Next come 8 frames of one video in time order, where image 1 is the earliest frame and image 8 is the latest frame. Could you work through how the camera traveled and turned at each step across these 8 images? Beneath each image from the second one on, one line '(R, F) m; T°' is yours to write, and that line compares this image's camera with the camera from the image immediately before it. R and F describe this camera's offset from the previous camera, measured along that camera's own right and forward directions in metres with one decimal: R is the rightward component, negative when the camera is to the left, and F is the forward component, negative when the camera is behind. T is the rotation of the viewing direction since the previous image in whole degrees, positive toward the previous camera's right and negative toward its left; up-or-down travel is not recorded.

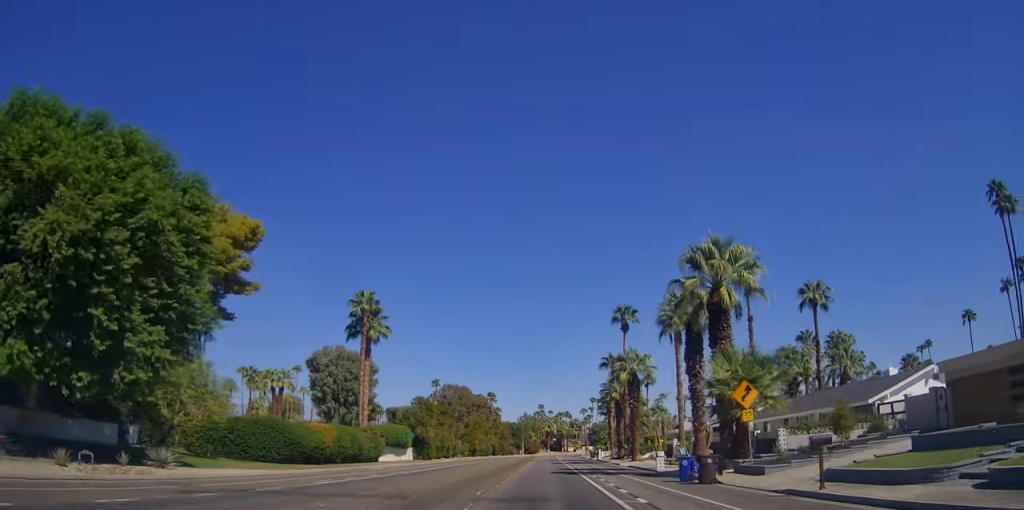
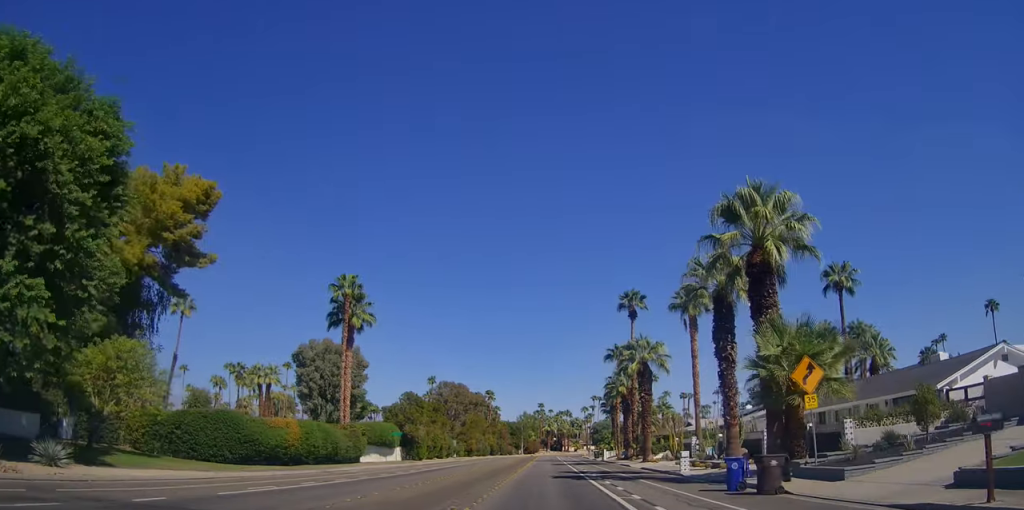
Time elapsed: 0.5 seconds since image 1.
(0.0, +5.1) m; +1°
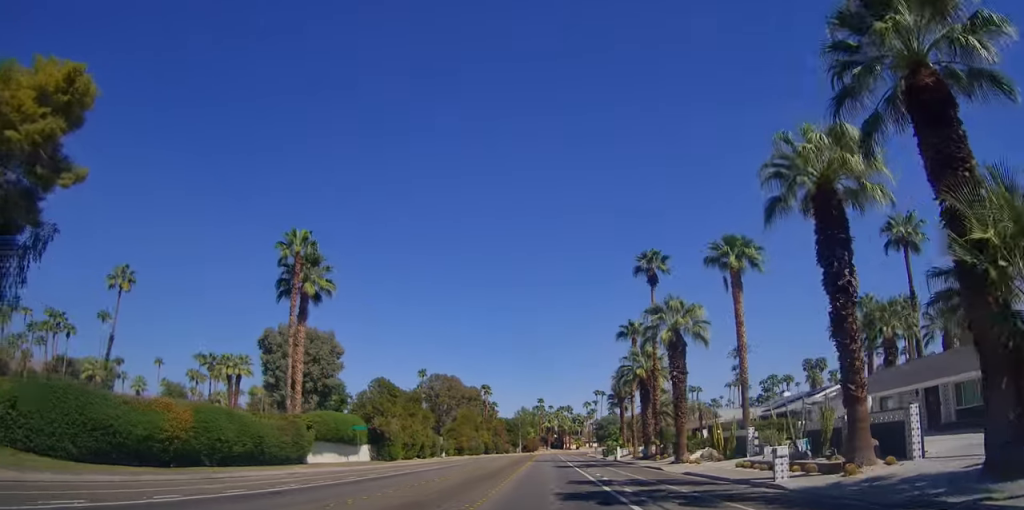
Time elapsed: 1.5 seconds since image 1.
(+0.2, +10.3) m; 0°
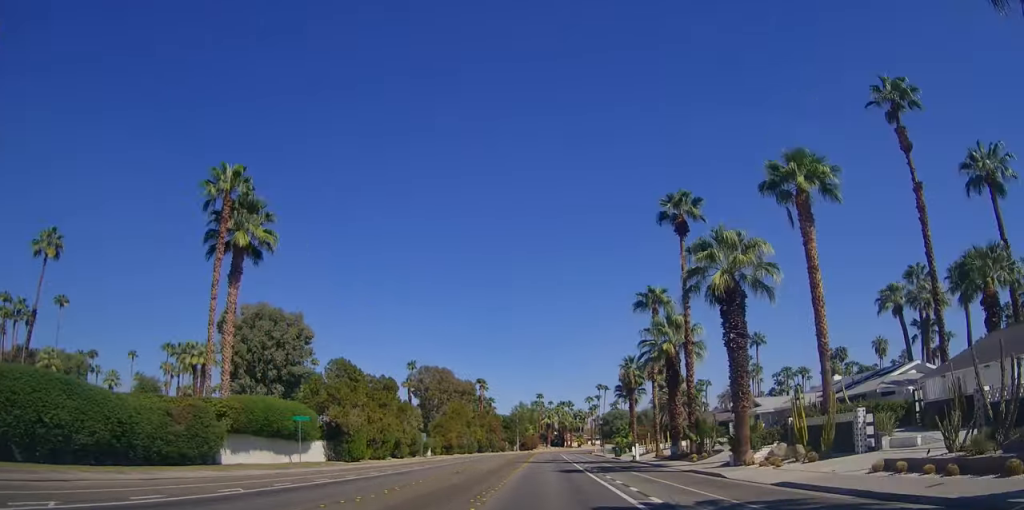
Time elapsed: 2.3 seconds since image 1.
(+0.1, +10.1) m; -2°
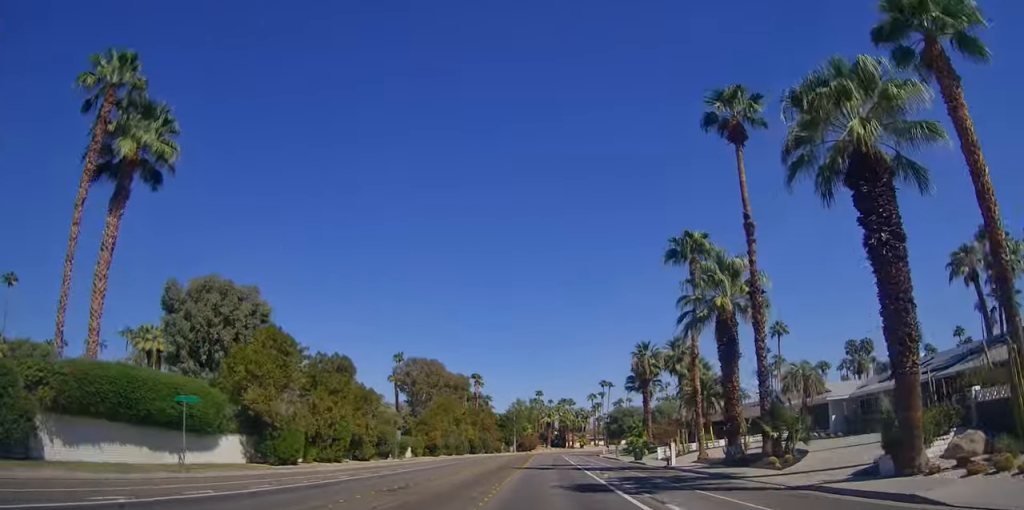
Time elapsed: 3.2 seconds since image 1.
(-0.6, +11.2) m; -1°
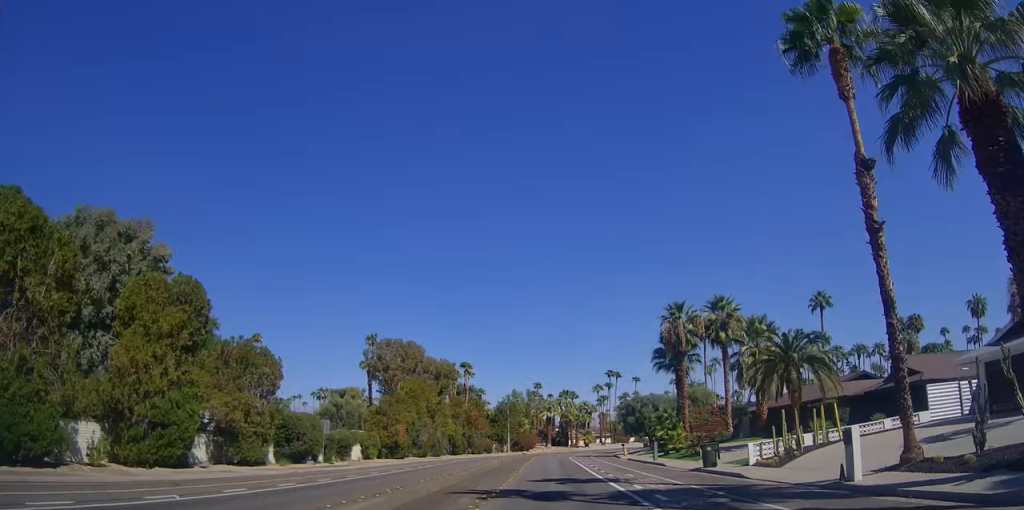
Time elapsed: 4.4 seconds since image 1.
(+0.5, +18.4) m; +2°
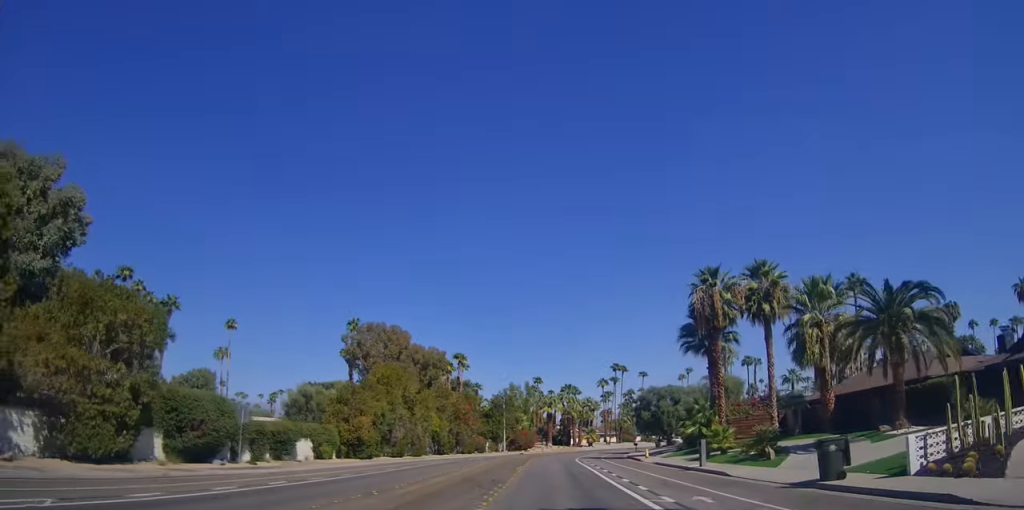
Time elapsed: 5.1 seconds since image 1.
(0.0, +11.0) m; 0°
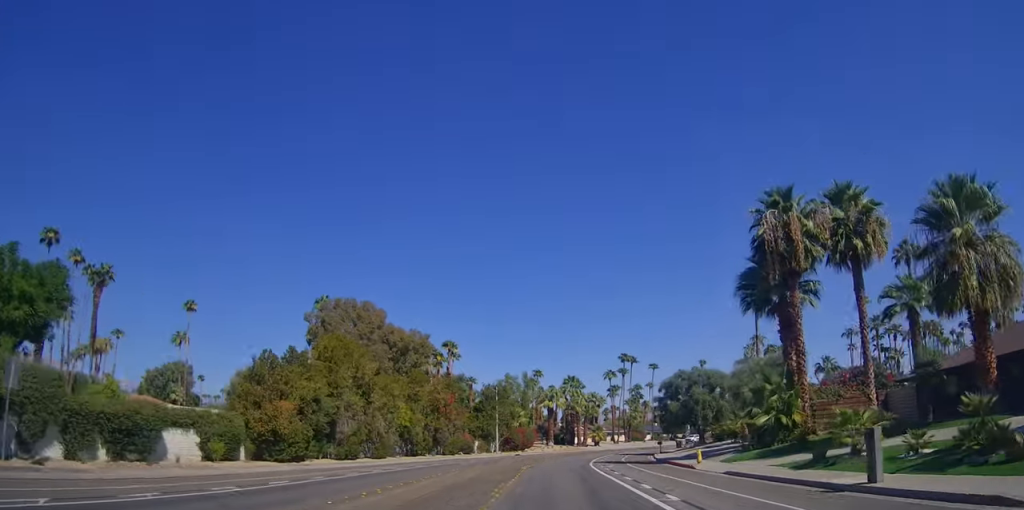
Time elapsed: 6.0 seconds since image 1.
(0.0, +15.0) m; 0°
